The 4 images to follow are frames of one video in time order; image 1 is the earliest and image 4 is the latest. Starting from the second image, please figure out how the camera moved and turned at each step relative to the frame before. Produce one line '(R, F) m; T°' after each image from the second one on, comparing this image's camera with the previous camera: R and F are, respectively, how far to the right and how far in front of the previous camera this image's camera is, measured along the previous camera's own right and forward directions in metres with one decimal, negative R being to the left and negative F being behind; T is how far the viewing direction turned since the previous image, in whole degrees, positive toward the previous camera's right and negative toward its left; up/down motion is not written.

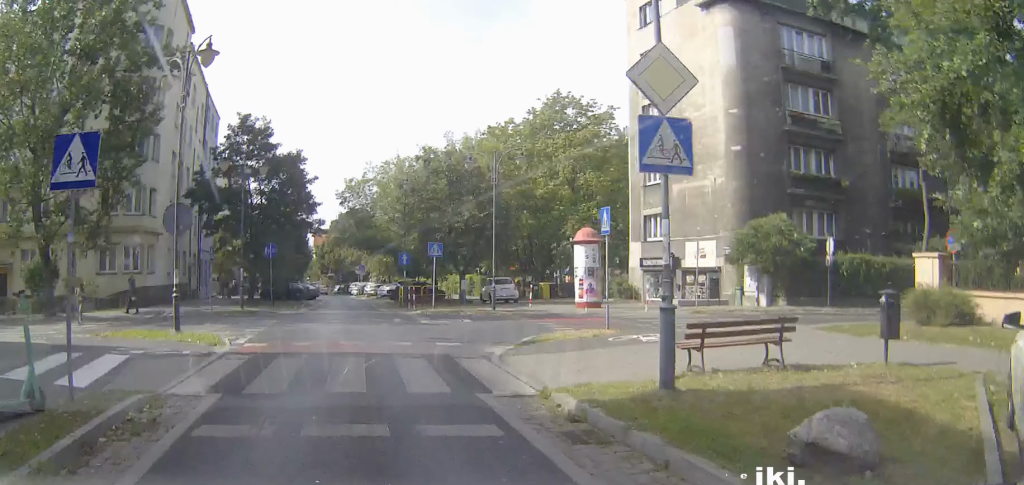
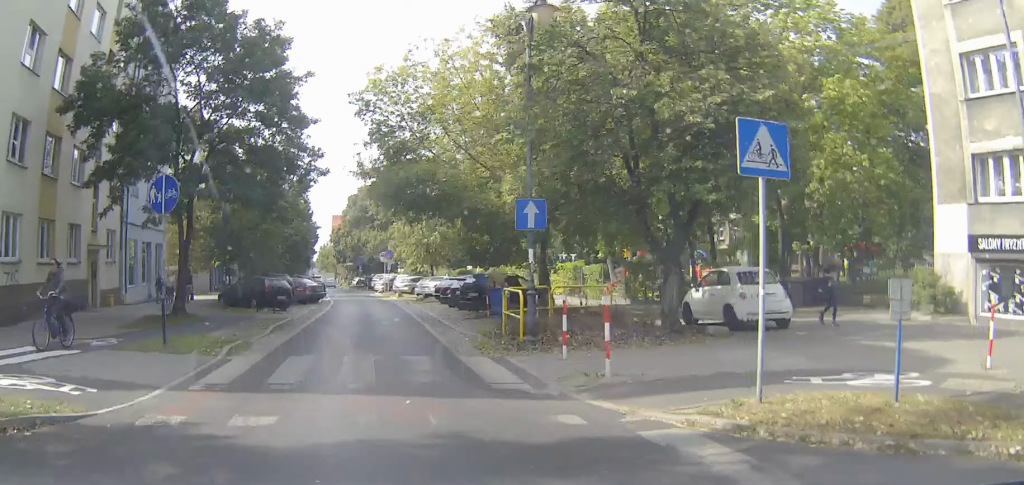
(-1.1, +26.1) m; -4°
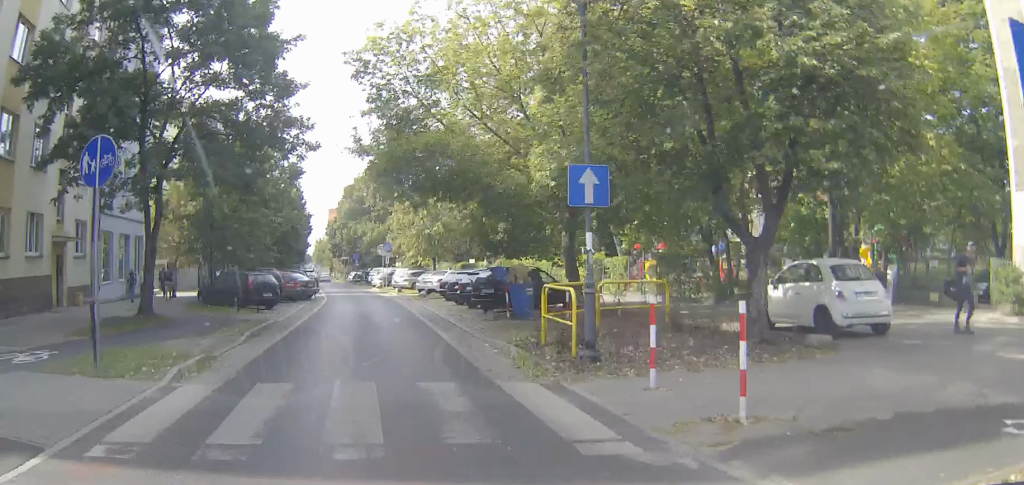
(0.0, +3.8) m; 0°
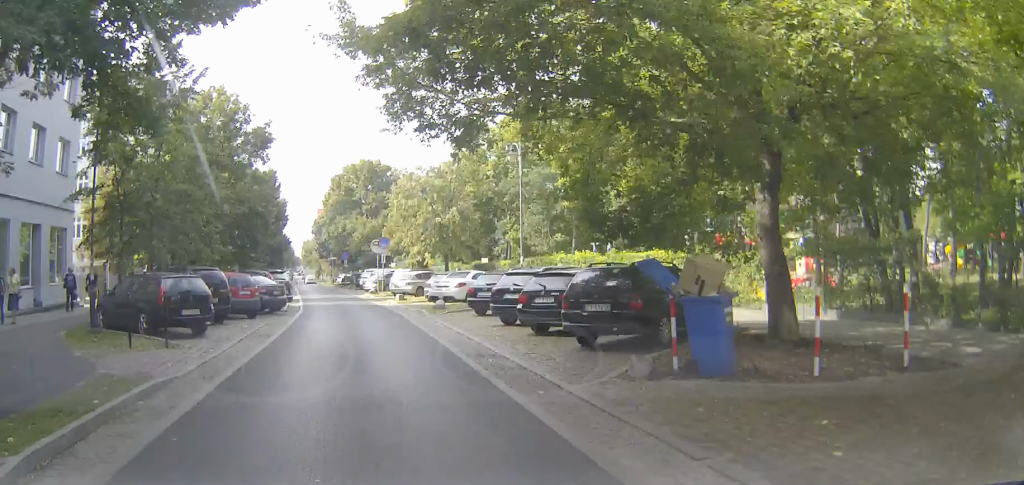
(-0.3, +12.1) m; -3°
